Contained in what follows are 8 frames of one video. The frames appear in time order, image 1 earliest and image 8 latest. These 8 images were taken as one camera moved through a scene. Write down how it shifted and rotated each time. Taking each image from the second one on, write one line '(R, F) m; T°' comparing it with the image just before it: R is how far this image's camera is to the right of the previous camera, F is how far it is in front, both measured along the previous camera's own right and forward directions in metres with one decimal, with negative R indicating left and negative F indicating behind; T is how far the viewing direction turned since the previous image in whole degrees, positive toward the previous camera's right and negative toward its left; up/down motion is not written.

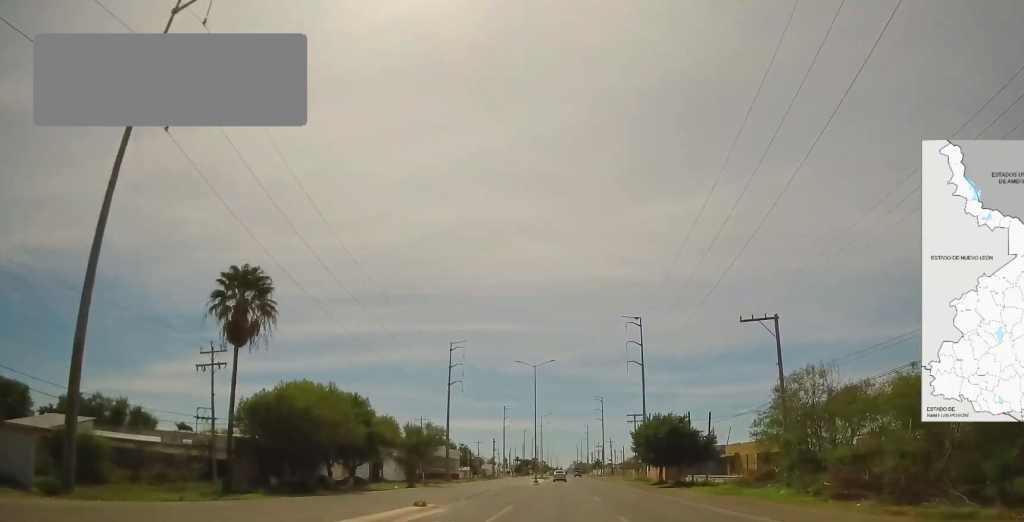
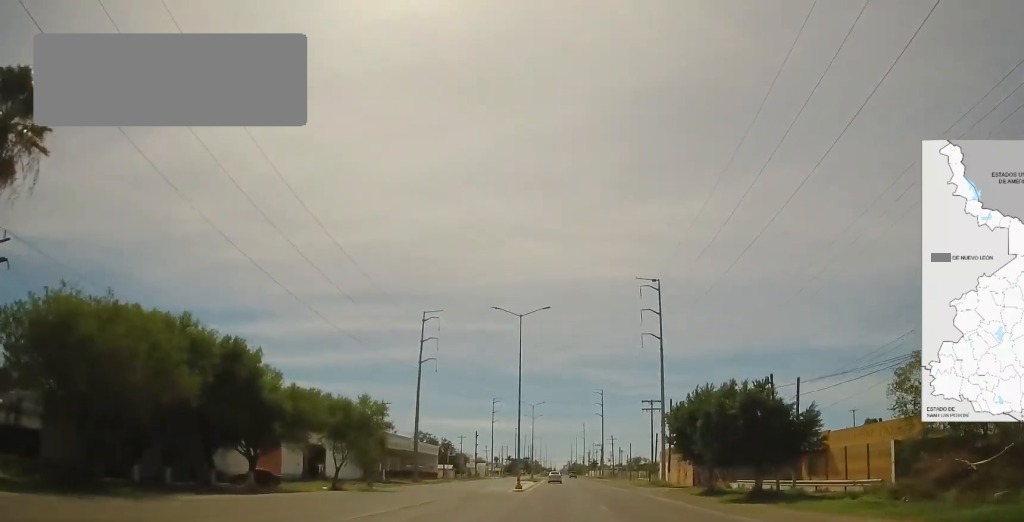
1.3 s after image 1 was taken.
(0.0, +22.2) m; 0°
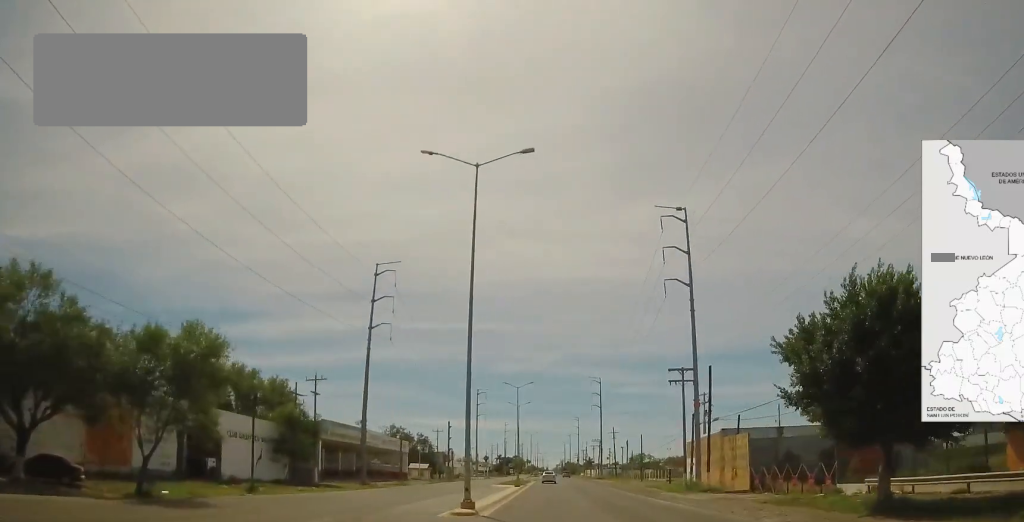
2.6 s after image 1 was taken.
(0.0, +23.2) m; 0°
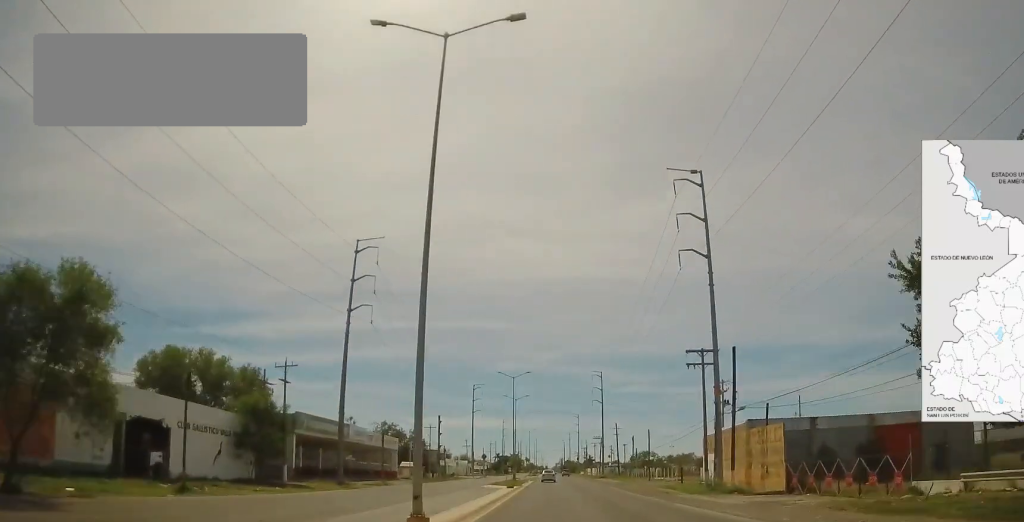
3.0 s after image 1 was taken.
(0.0, +7.7) m; 0°
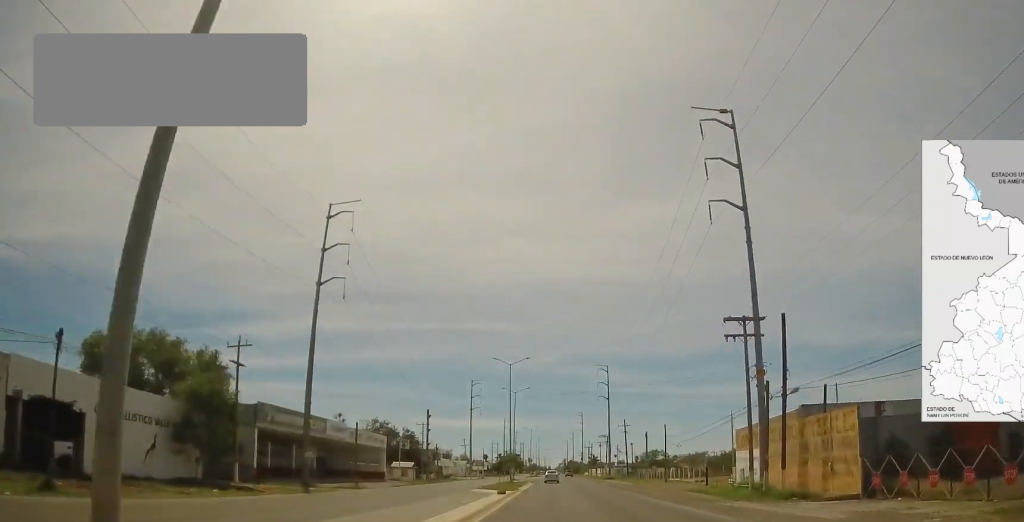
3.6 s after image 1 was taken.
(0.0, +10.1) m; -1°
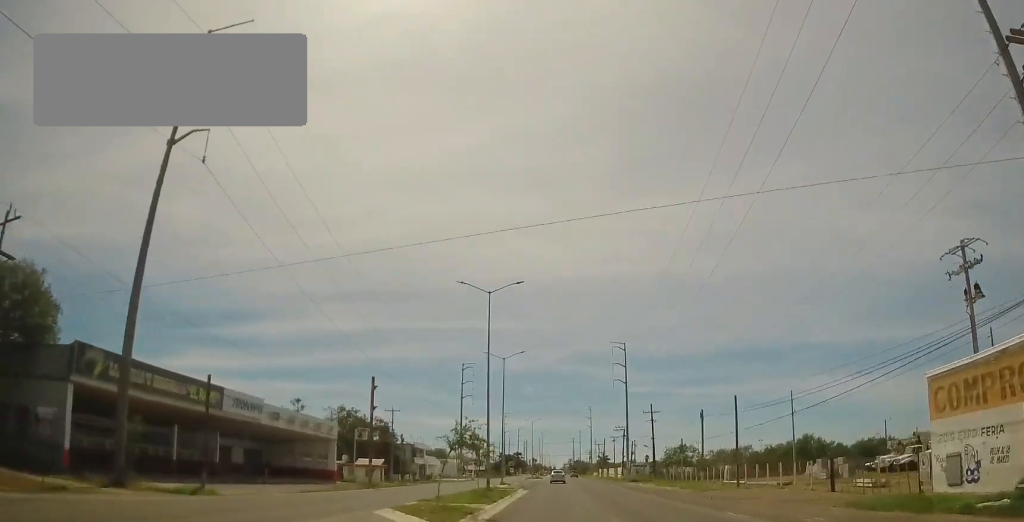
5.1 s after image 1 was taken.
(-0.6, +26.6) m; -1°
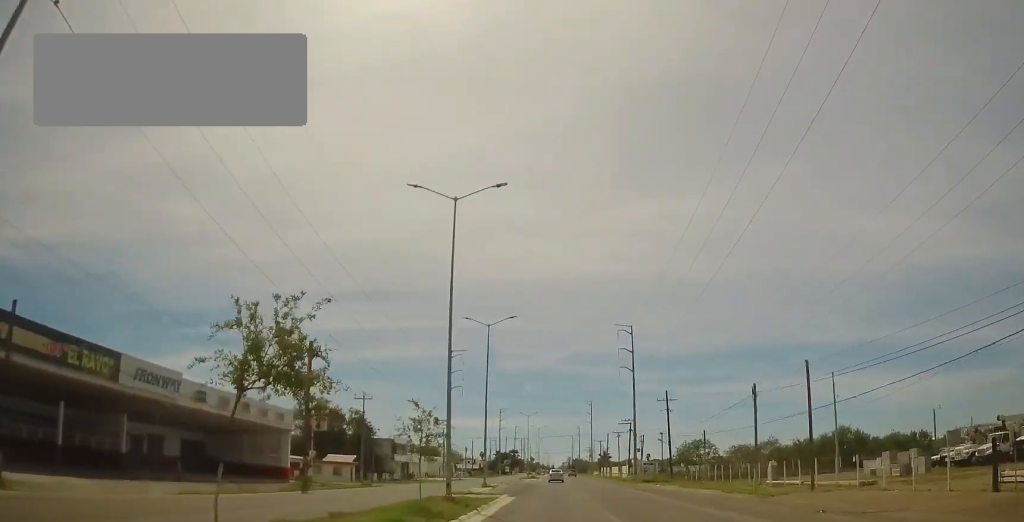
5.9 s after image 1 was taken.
(+0.3, +14.3) m; +1°
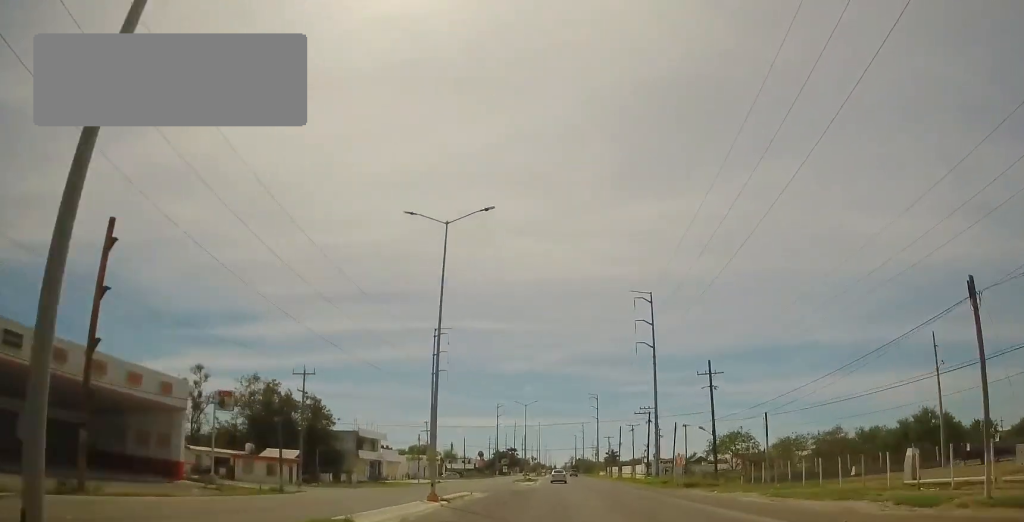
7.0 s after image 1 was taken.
(+0.2, +20.8) m; 0°
